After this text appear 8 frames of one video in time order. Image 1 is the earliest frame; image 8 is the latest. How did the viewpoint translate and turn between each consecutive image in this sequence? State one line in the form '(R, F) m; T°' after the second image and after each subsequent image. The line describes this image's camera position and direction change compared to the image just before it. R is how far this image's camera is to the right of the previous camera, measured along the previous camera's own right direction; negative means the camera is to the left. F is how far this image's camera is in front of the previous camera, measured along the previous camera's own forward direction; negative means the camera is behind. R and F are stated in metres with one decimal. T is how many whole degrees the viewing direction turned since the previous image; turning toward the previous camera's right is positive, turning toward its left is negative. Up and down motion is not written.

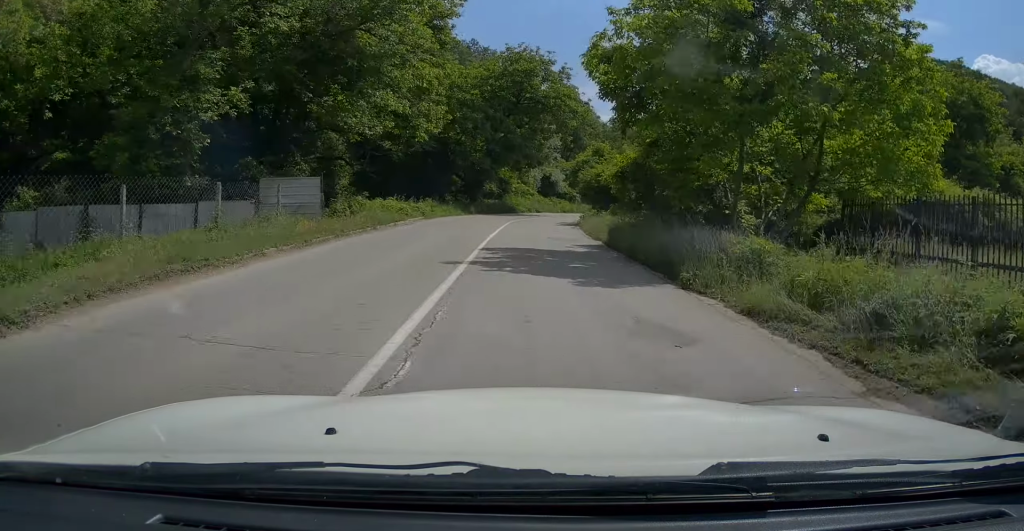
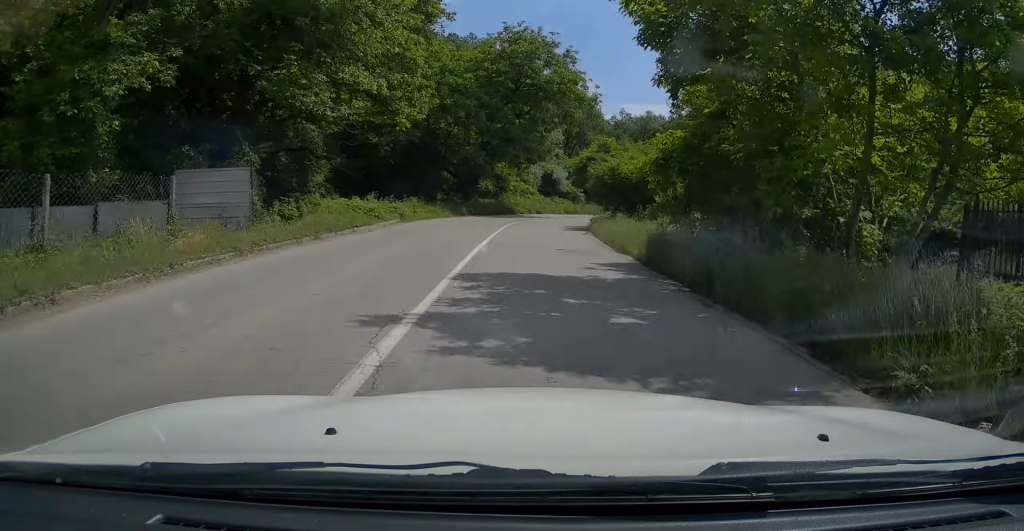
(-0.2, +5.5) m; 0°
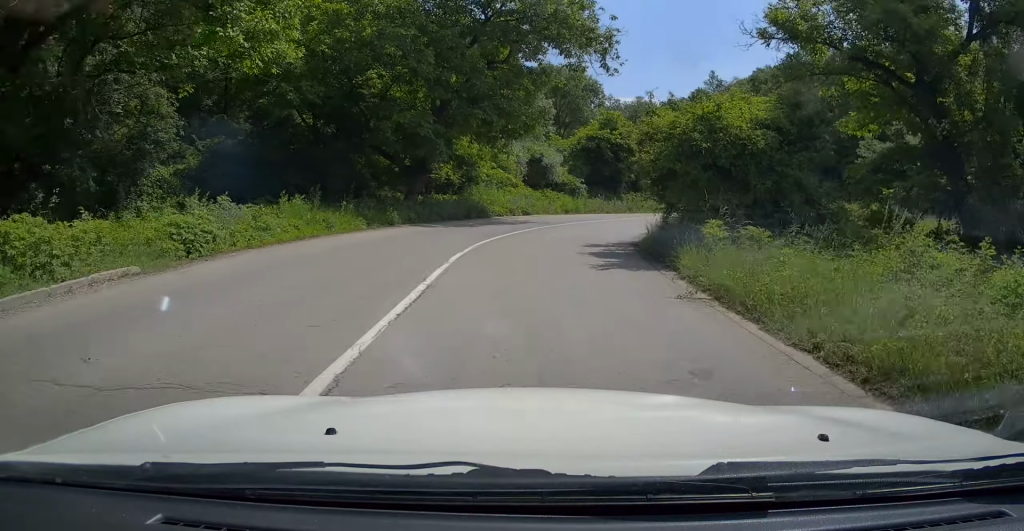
(+0.1, +16.6) m; +1°
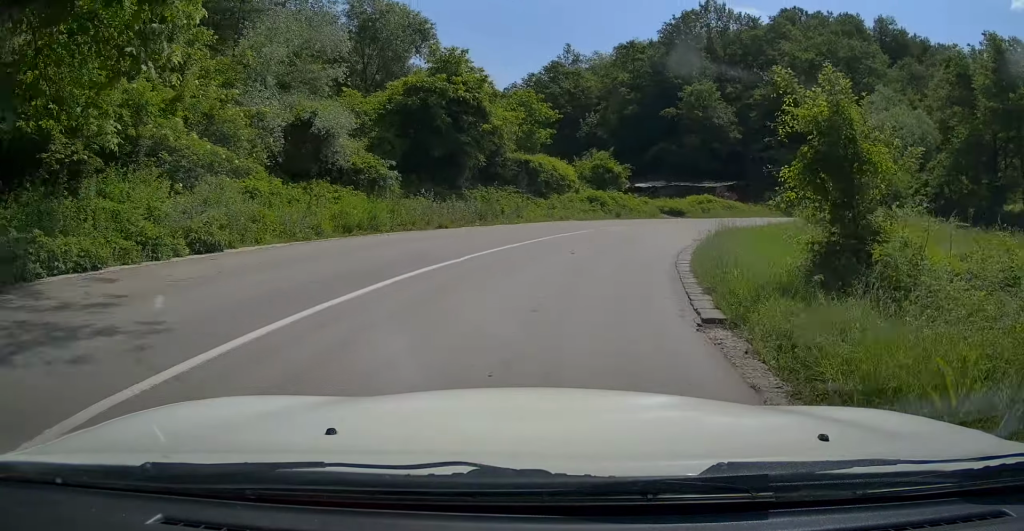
(+0.2, +22.1) m; +2°
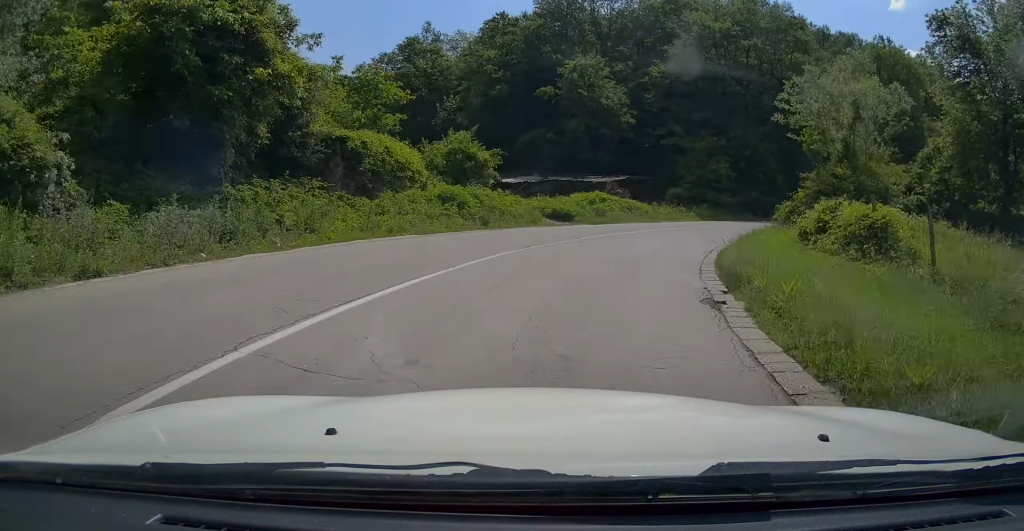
(+0.3, +12.5) m; +8°
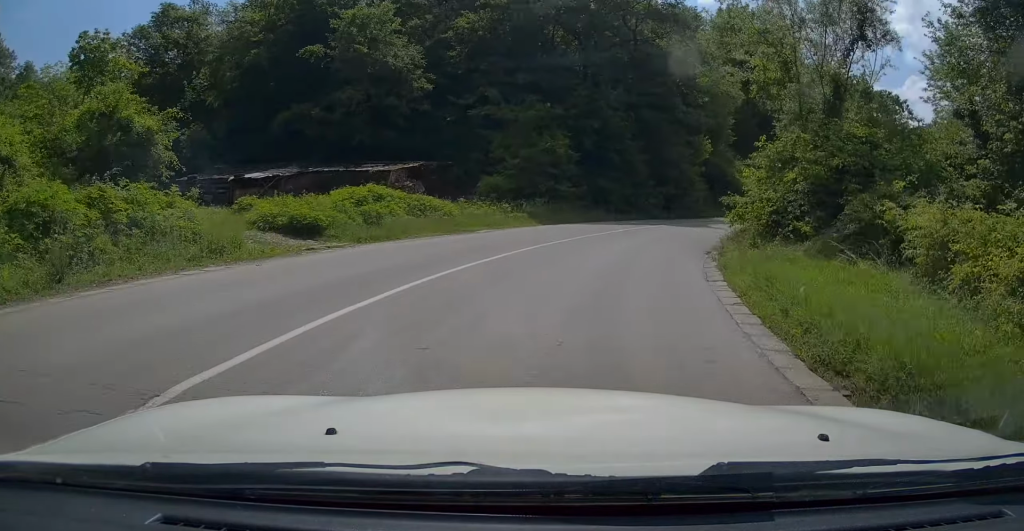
(+2.0, +14.6) m; +19°
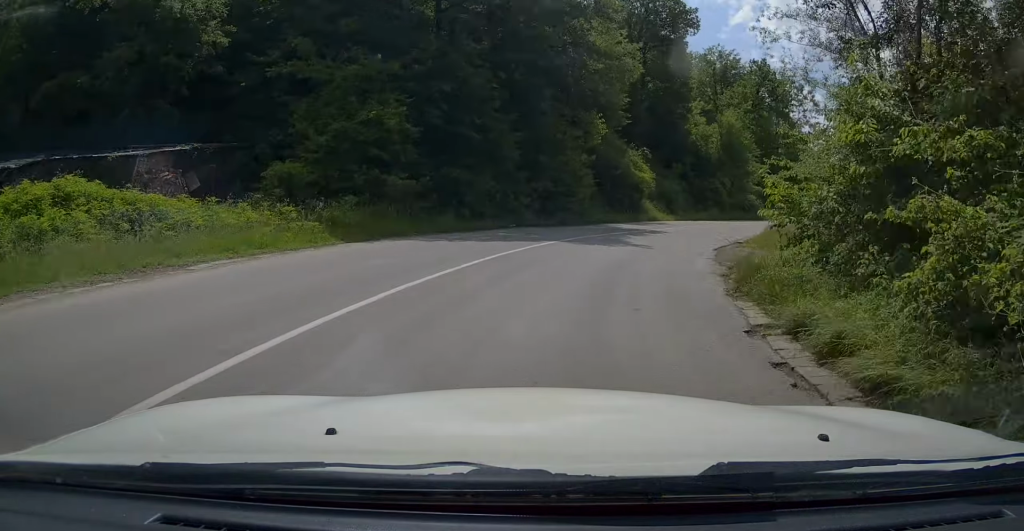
(+1.5, +10.4) m; +16°
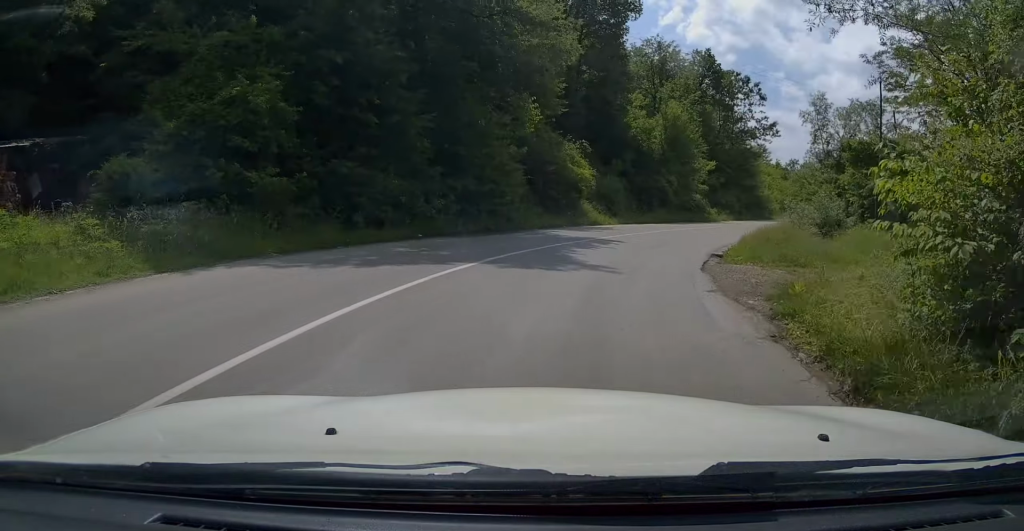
(+0.6, +5.1) m; +7°
